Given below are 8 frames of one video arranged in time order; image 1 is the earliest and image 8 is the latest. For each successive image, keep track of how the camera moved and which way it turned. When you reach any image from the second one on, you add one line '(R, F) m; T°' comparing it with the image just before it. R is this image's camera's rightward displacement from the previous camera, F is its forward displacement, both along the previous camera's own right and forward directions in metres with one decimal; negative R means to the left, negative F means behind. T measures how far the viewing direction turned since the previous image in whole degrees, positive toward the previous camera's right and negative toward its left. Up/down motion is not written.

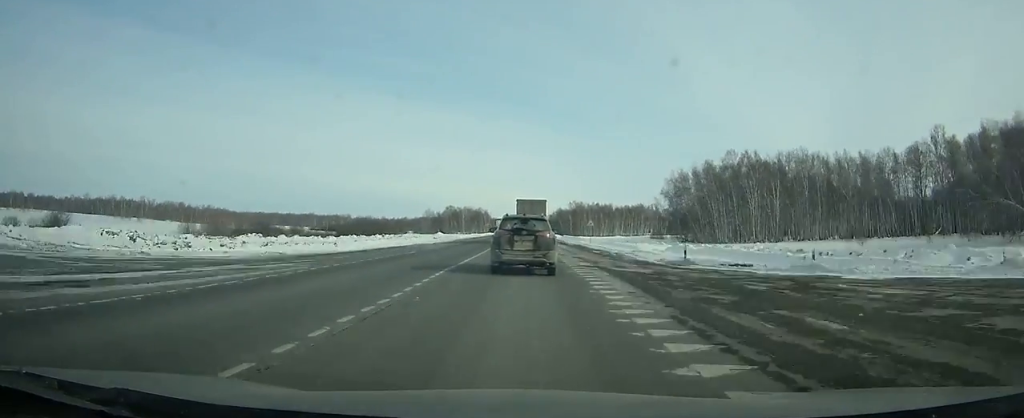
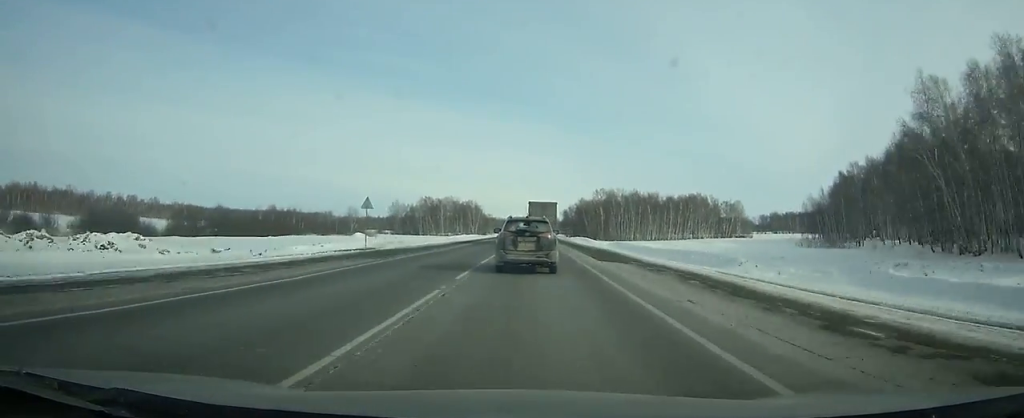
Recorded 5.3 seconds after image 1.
(-0.5, +118.5) m; 0°
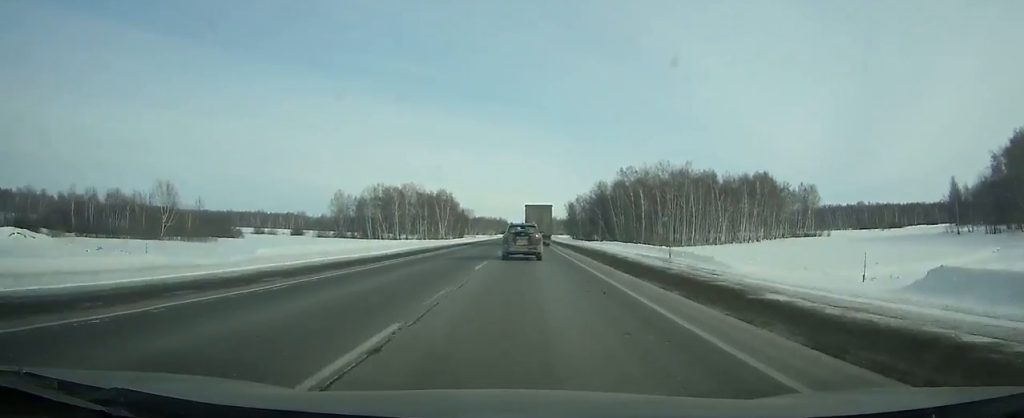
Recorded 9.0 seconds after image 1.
(+0.3, +84.7) m; +1°
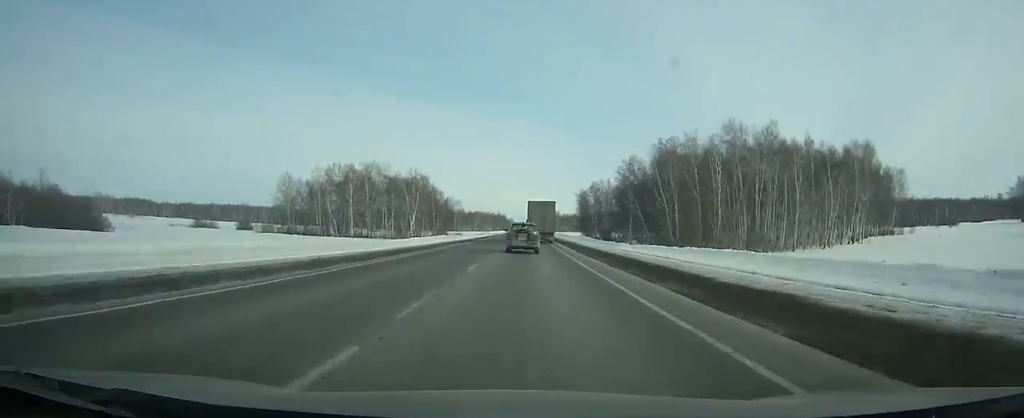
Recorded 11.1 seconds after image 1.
(+0.3, +50.6) m; 0°
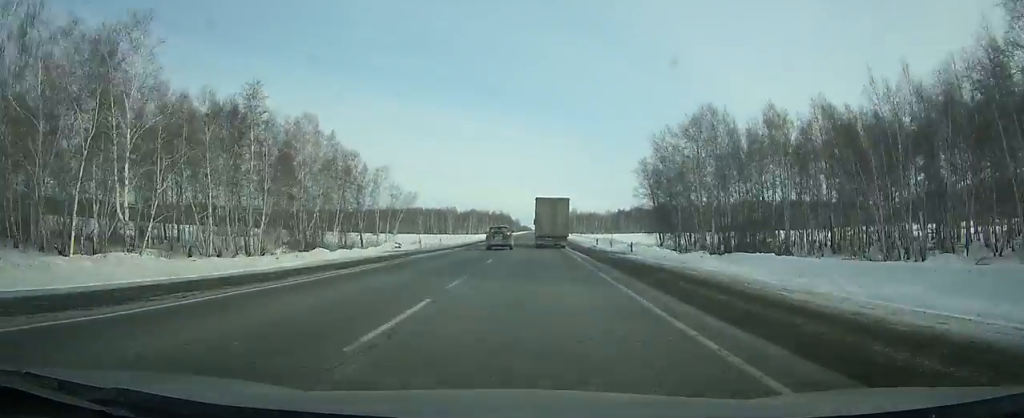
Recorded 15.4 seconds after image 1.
(-0.3, +111.0) m; -1°
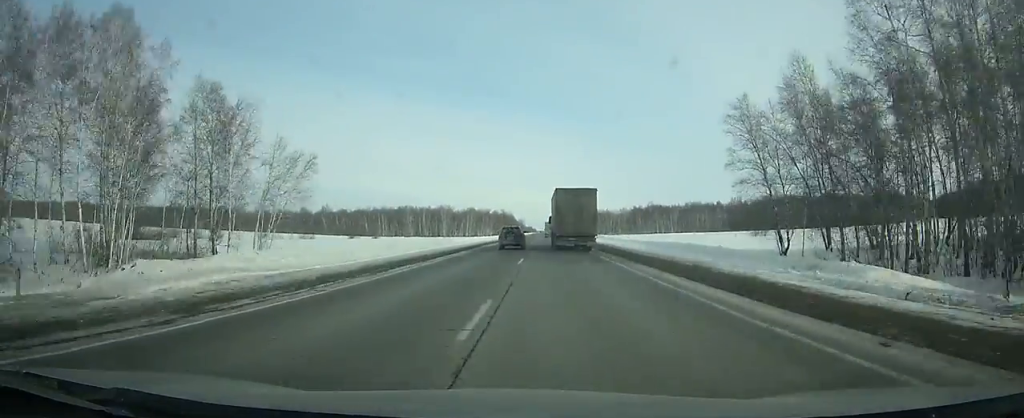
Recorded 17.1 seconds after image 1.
(-0.4, +47.2) m; 0°
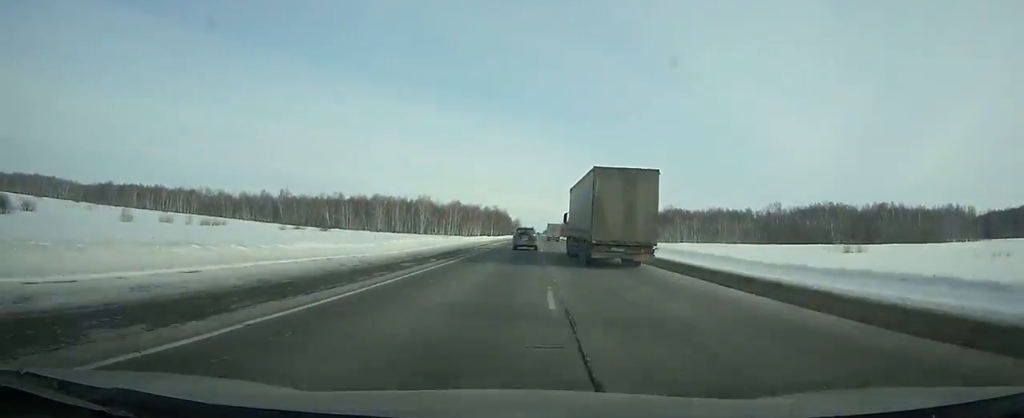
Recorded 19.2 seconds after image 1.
(-0.2, +61.1) m; 0°
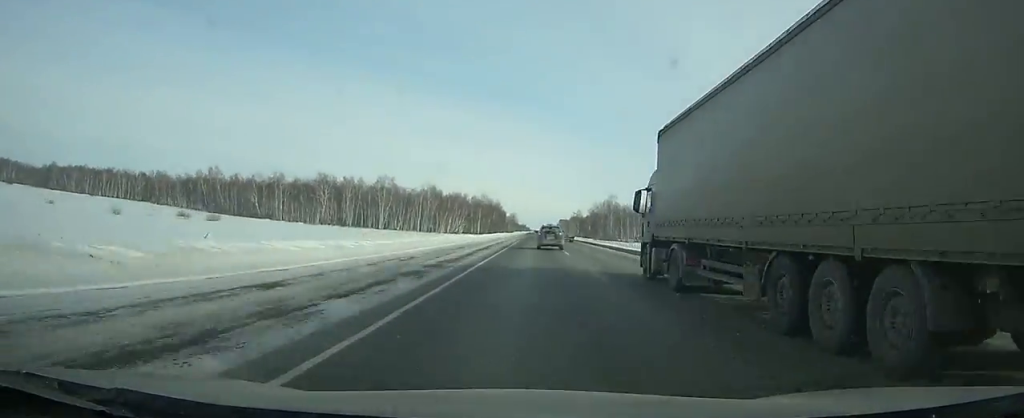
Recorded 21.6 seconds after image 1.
(-0.1, +72.4) m; 0°
